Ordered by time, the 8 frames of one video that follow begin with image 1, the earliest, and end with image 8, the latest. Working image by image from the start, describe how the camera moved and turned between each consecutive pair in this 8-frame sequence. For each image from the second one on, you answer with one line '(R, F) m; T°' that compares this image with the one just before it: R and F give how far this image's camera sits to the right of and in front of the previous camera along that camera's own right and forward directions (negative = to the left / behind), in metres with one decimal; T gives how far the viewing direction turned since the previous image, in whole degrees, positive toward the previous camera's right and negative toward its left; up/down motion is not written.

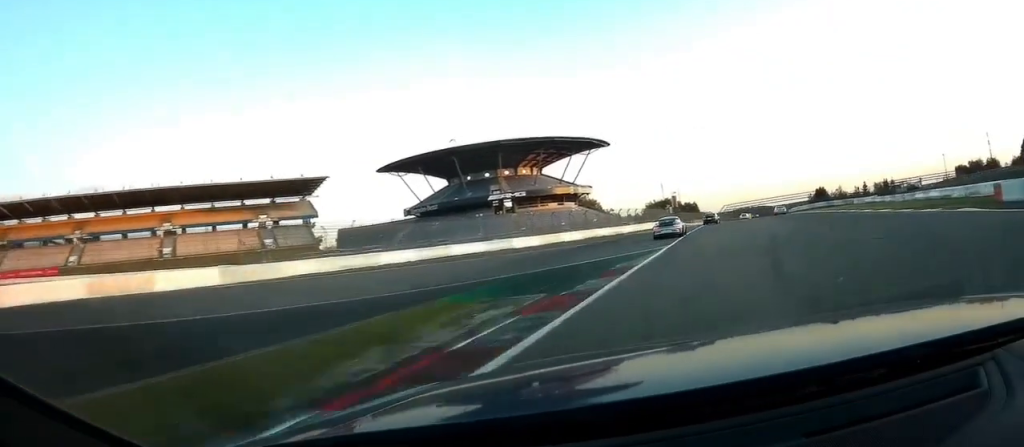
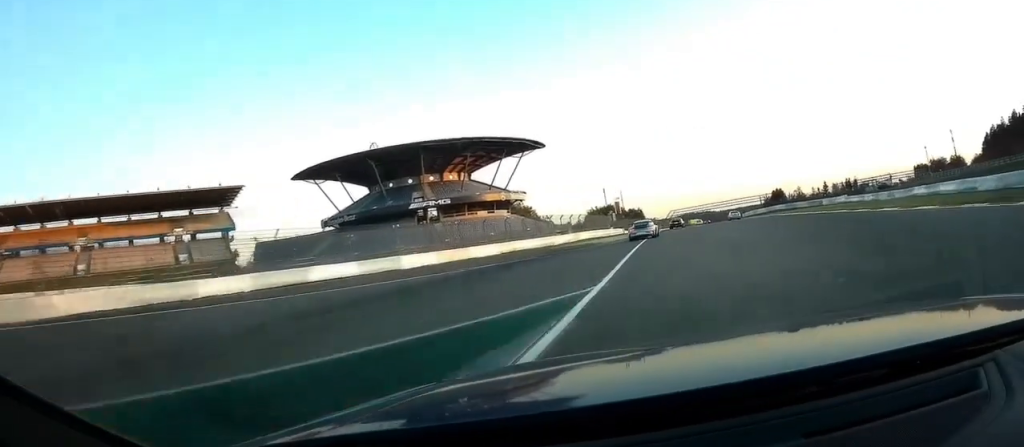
(+1.0, +14.2) m; +4°
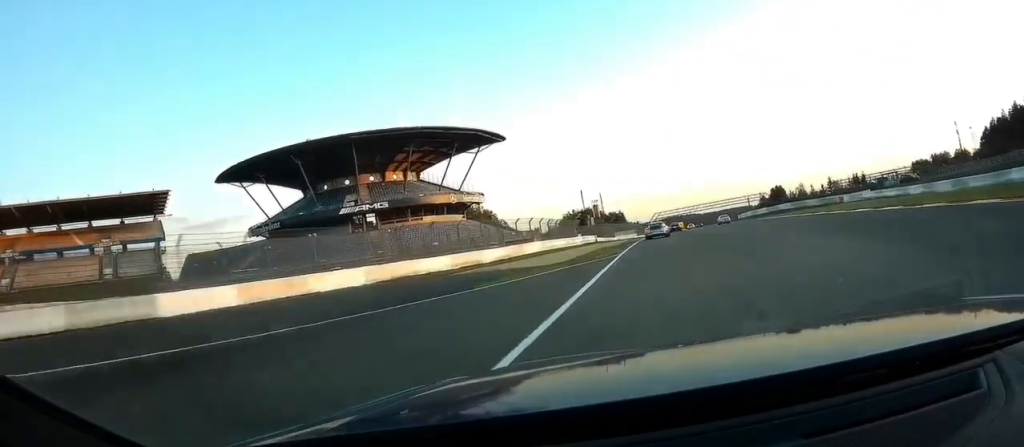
(+0.9, +21.7) m; +3°
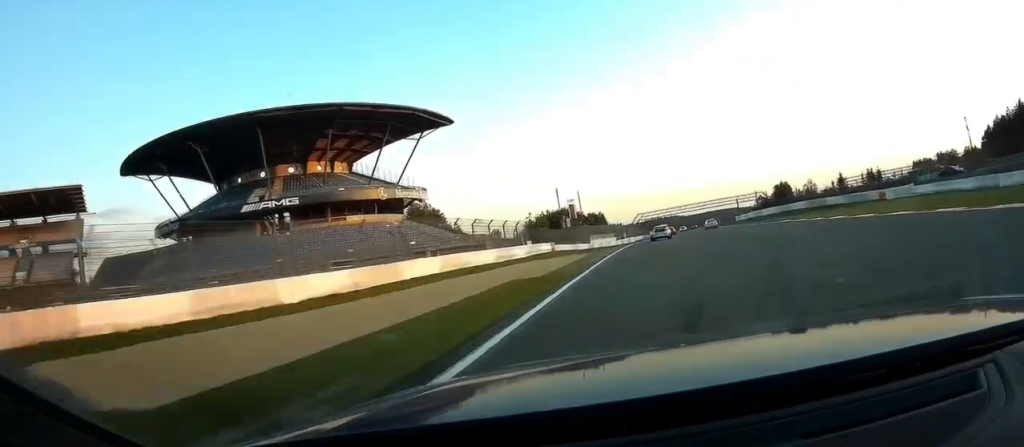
(+0.3, +22.8) m; +1°
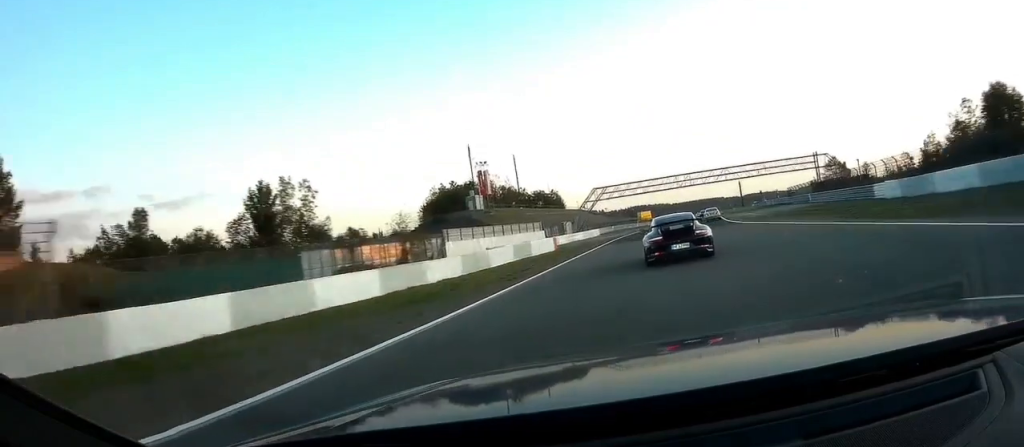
(+2.5, +89.5) m; +3°
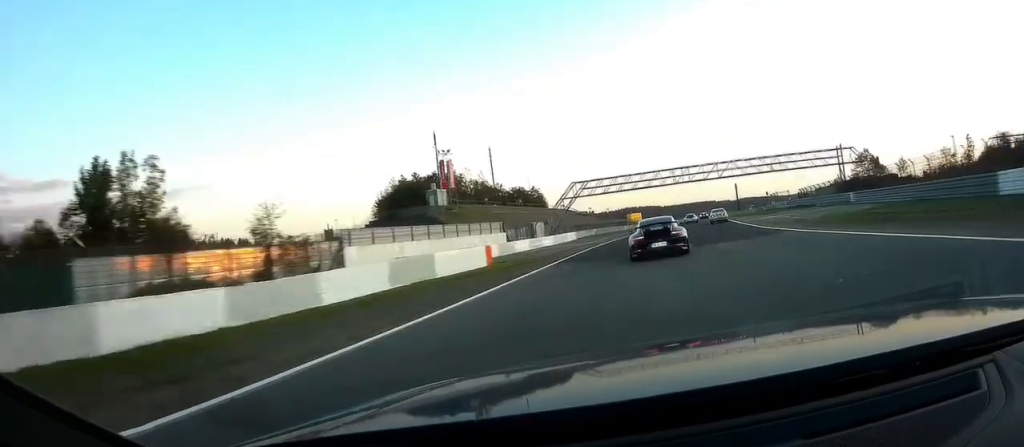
(0.0, +17.2) m; 0°
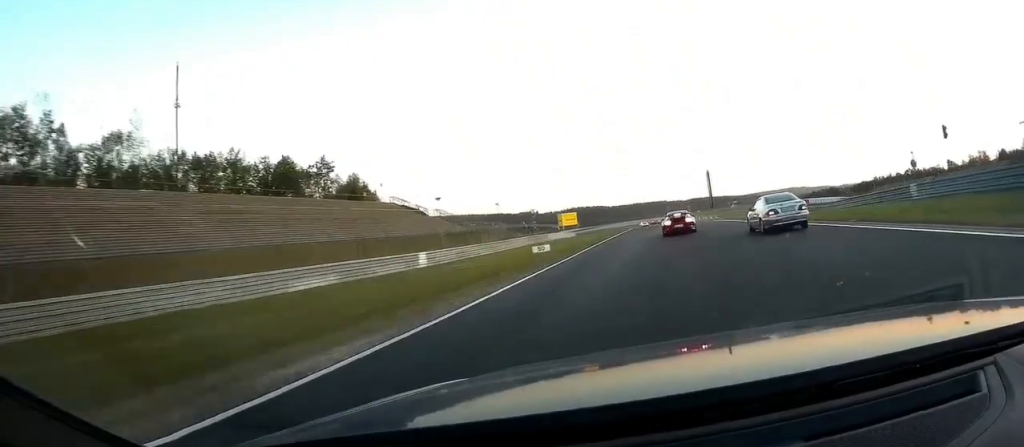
(+2.7, +89.8) m; +4°
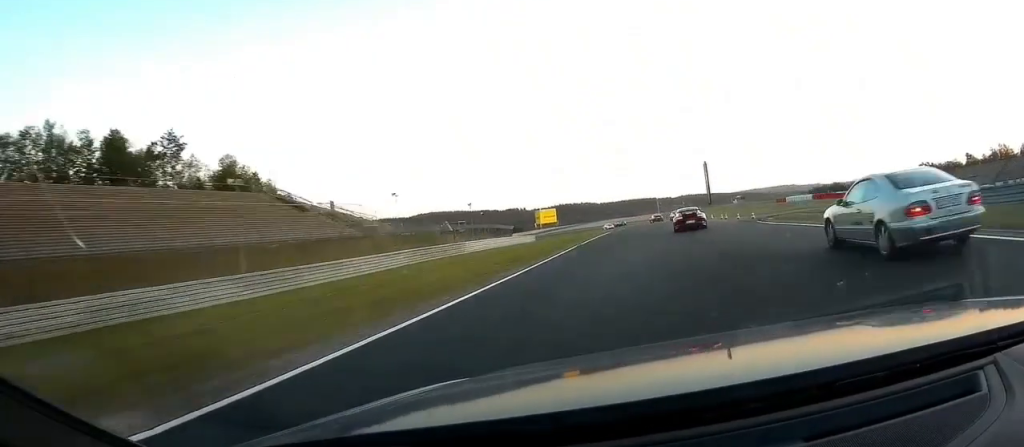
(+0.3, +28.5) m; +1°
